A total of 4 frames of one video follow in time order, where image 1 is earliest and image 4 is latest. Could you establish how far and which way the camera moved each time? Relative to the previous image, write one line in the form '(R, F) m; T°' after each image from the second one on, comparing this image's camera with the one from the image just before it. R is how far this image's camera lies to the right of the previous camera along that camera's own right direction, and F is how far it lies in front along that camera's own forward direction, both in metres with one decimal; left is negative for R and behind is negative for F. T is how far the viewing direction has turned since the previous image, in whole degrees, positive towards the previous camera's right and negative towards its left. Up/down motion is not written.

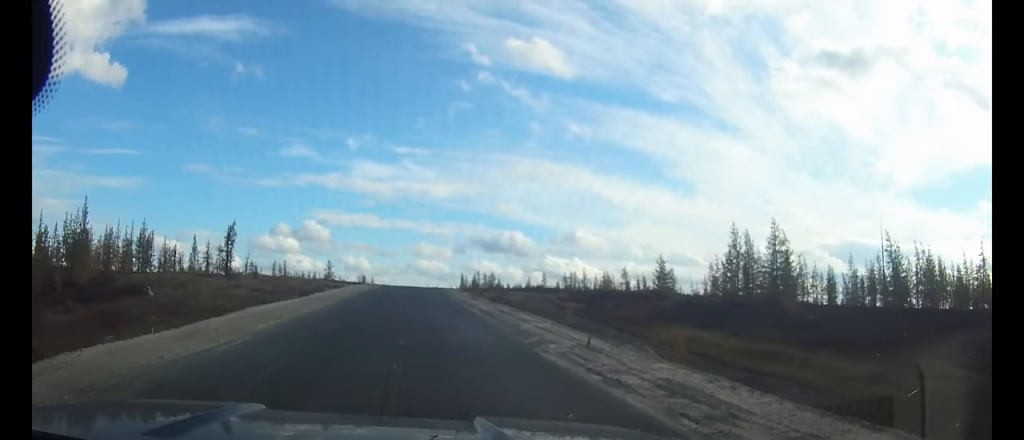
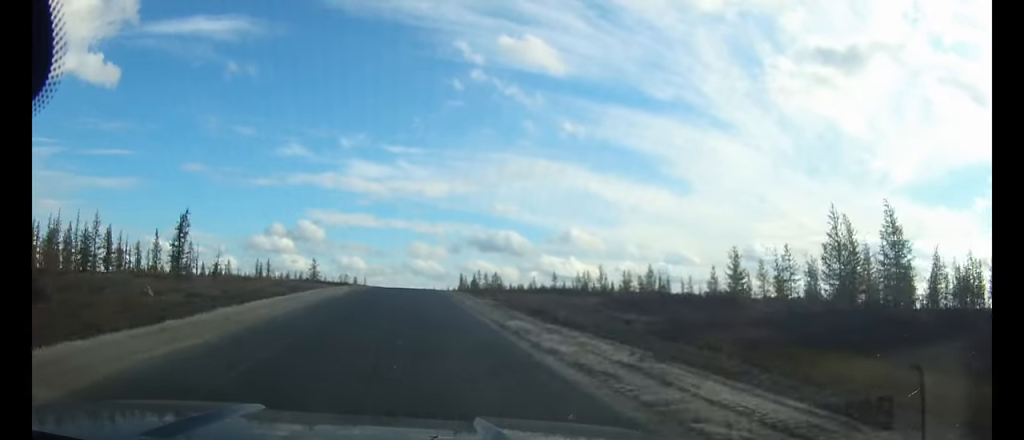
(0.0, +16.5) m; 0°
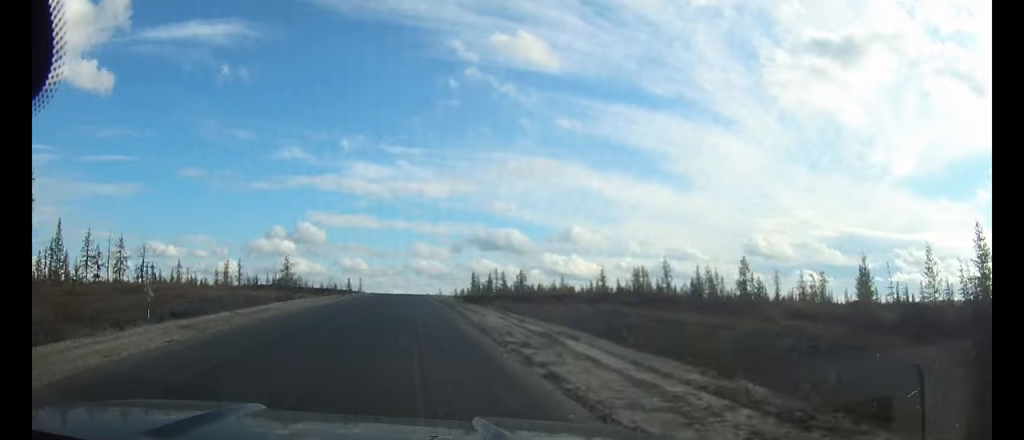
(-0.1, +31.7) m; -1°
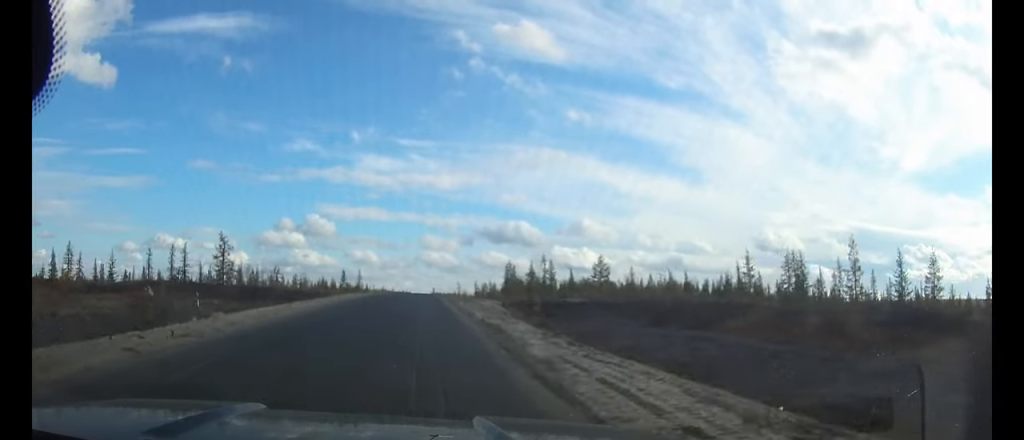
(-0.4, +43.8) m; -1°
